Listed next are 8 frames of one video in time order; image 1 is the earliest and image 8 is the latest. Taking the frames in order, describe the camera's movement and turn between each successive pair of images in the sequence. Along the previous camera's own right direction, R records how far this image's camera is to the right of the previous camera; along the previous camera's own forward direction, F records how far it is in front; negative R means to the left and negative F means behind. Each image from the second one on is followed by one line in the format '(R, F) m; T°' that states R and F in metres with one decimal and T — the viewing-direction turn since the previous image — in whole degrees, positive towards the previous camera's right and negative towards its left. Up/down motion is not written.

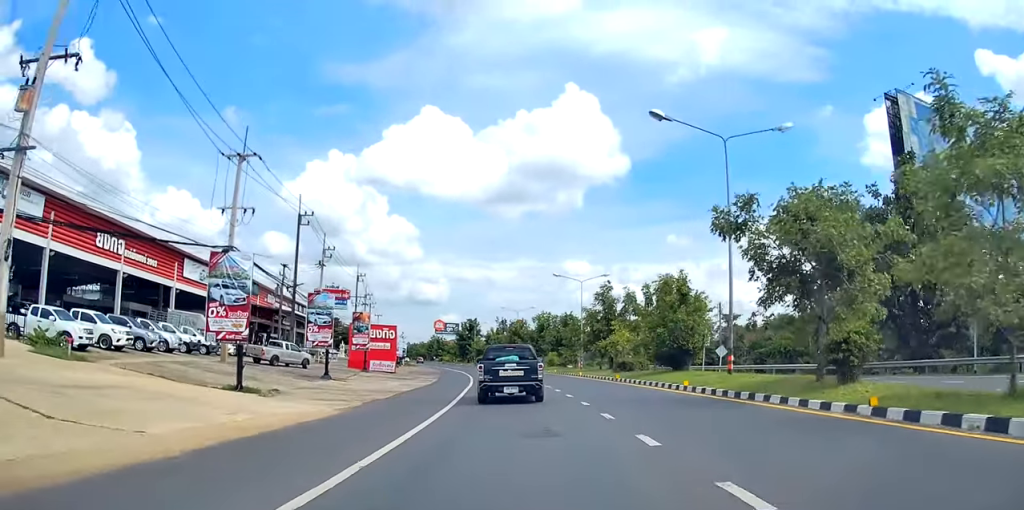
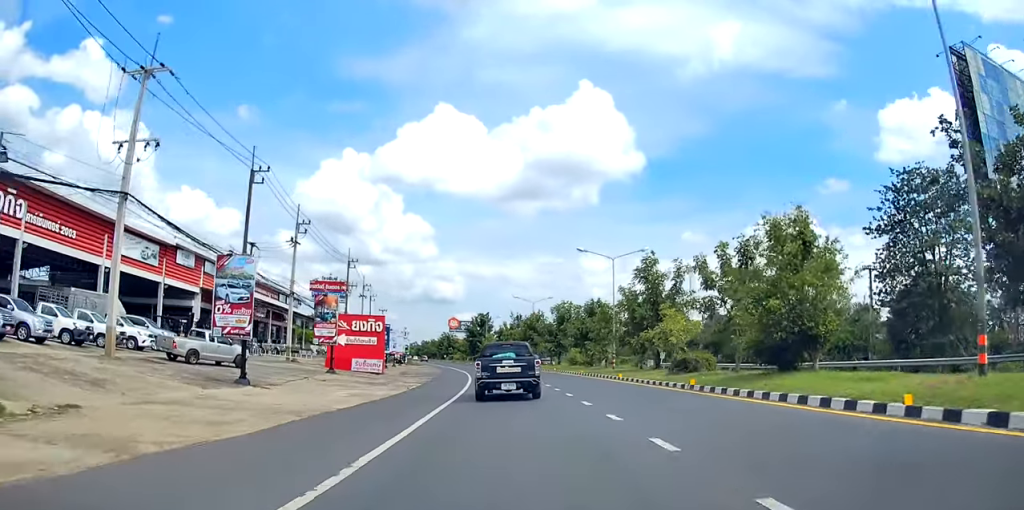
(-0.2, +13.1) m; -2°
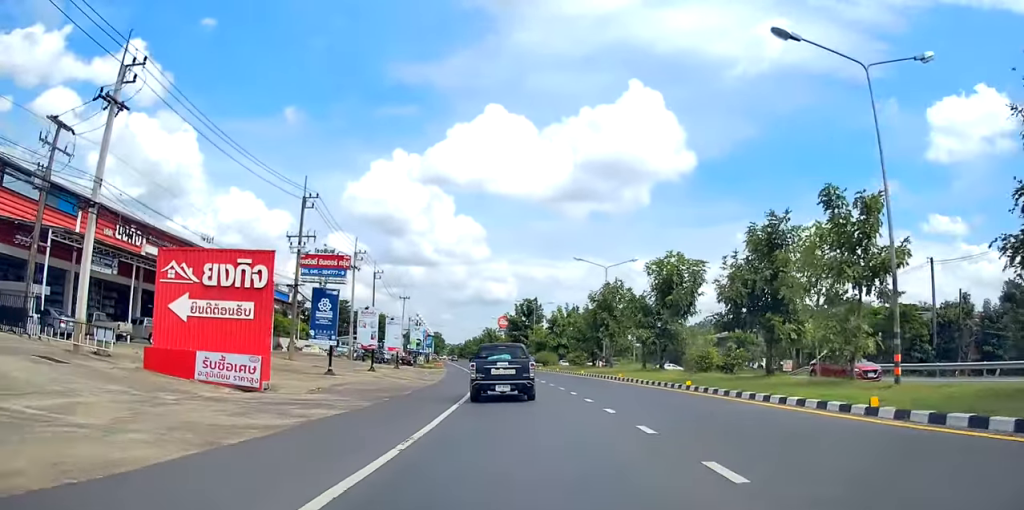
(-1.7, +35.4) m; -6°
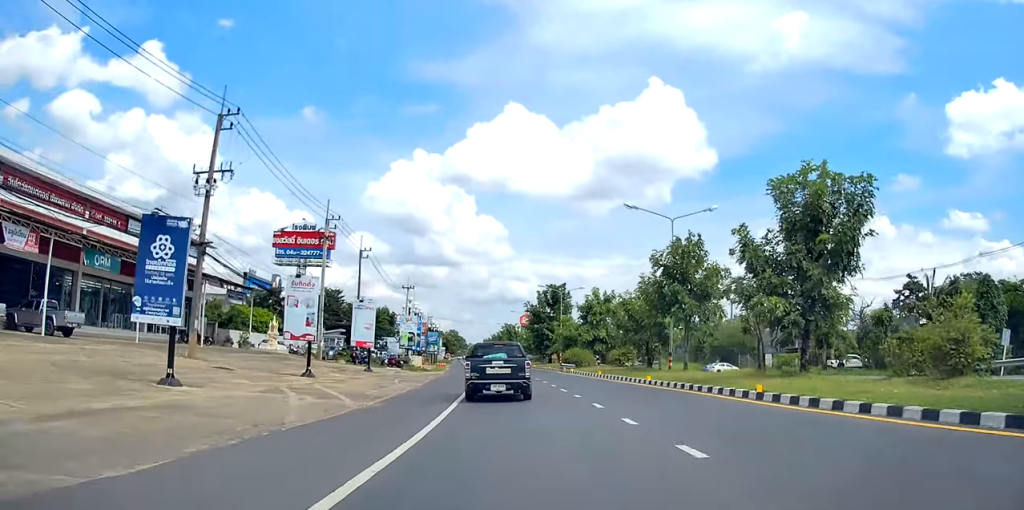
(-0.9, +19.2) m; -4°
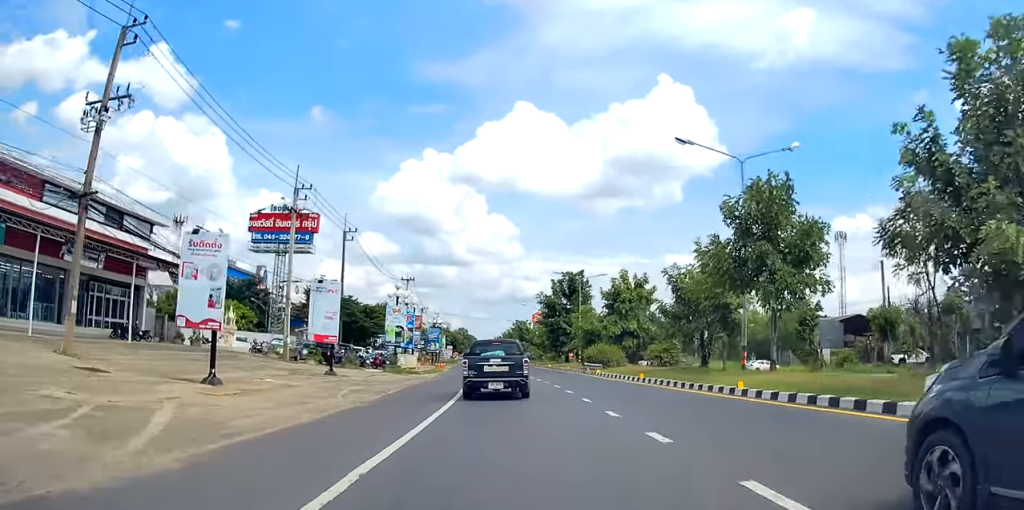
(-0.1, +10.9) m; -1°
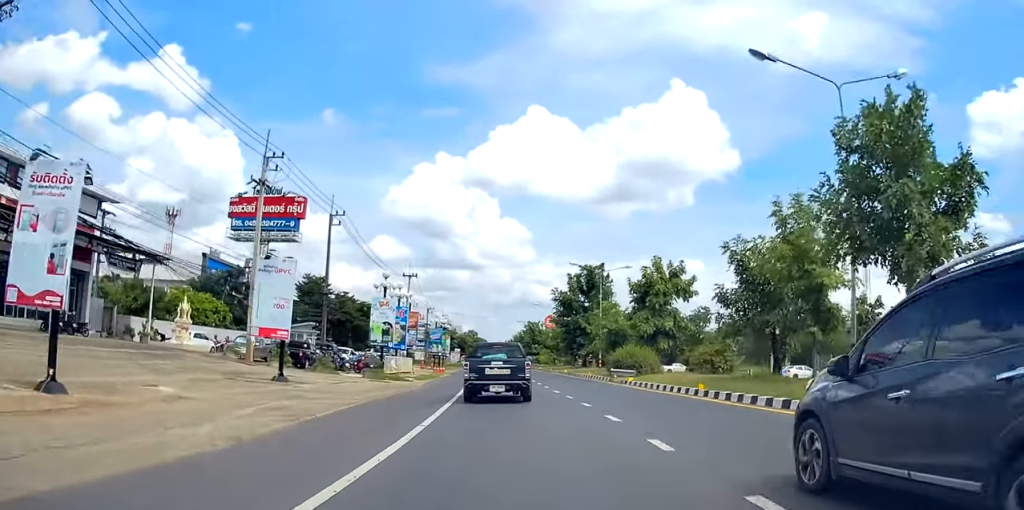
(0.0, +8.5) m; 0°
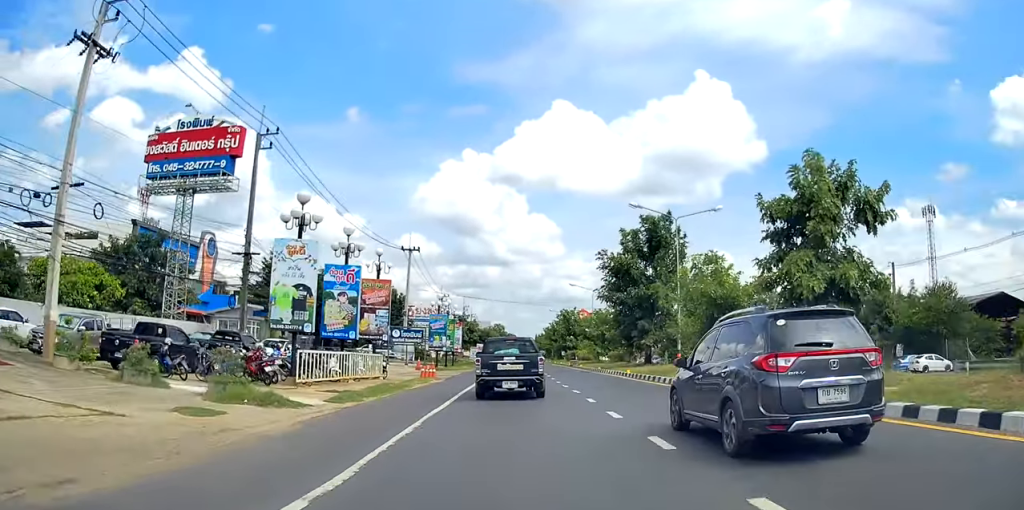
(-0.1, +20.8) m; -2°
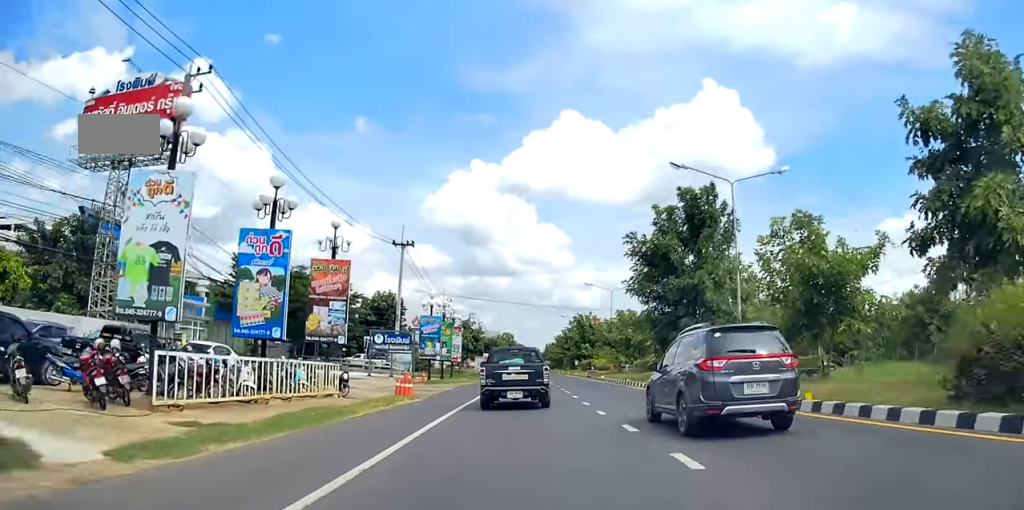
(0.0, +9.2) m; -2°
